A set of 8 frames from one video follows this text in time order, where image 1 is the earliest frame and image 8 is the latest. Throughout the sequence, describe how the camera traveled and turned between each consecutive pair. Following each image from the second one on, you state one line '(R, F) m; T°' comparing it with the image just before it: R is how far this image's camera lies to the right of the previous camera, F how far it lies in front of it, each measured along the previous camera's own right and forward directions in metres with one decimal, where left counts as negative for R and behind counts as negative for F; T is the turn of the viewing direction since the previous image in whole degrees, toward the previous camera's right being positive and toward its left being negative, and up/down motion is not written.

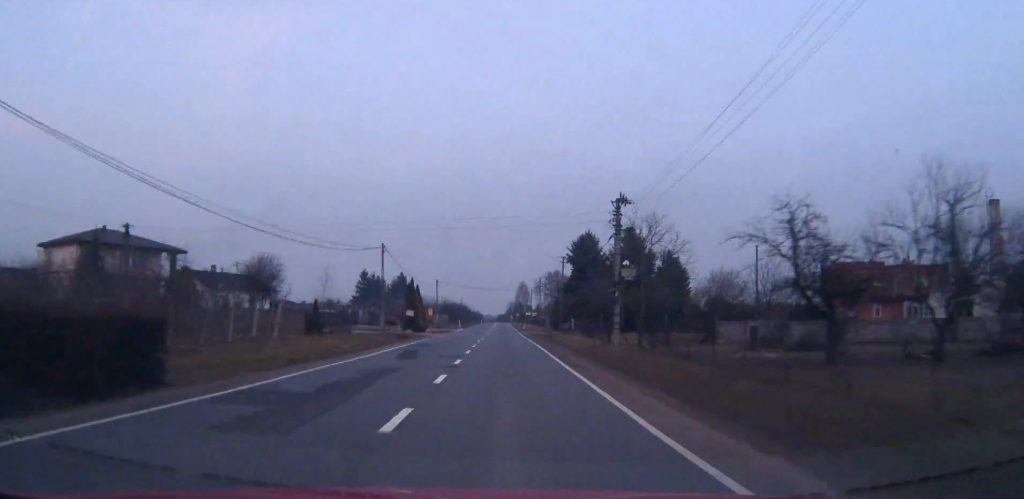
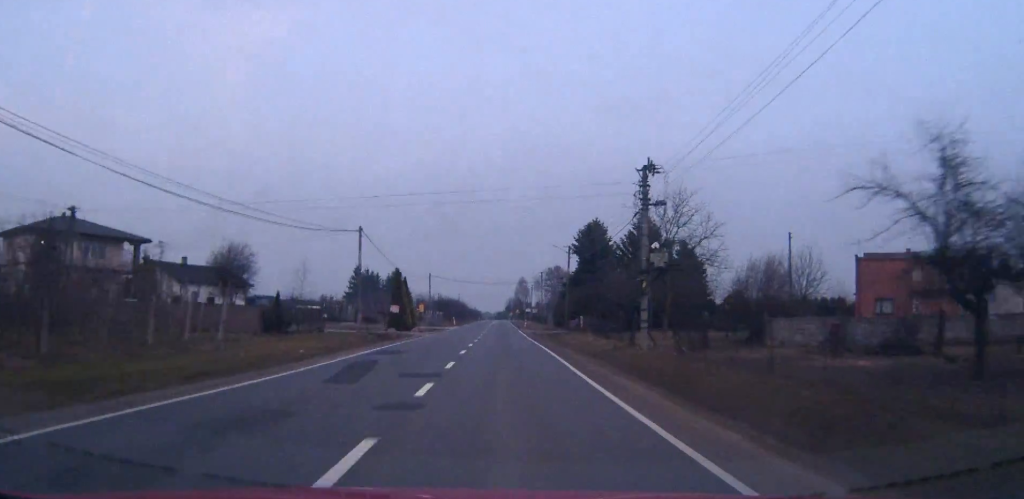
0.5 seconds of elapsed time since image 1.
(0.0, +8.7) m; 0°
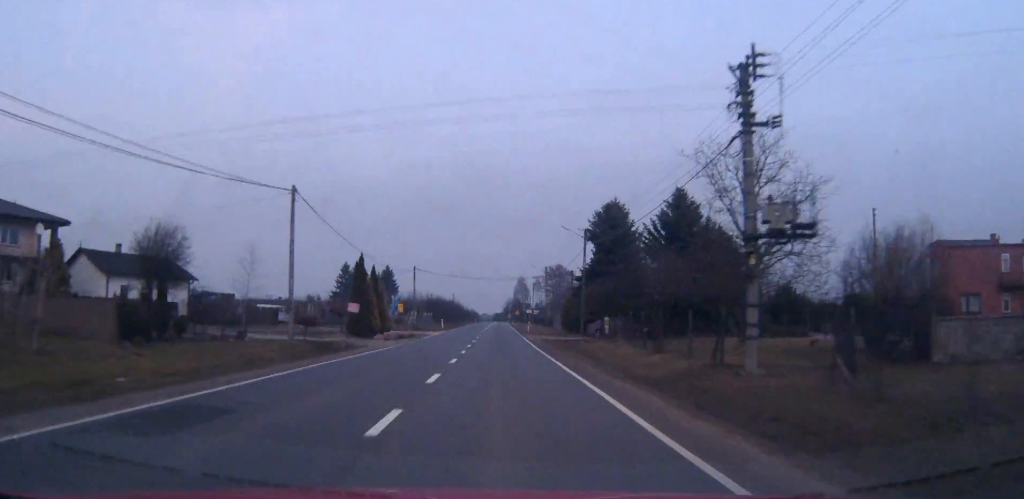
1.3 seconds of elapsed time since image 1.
(0.0, +15.6) m; 0°
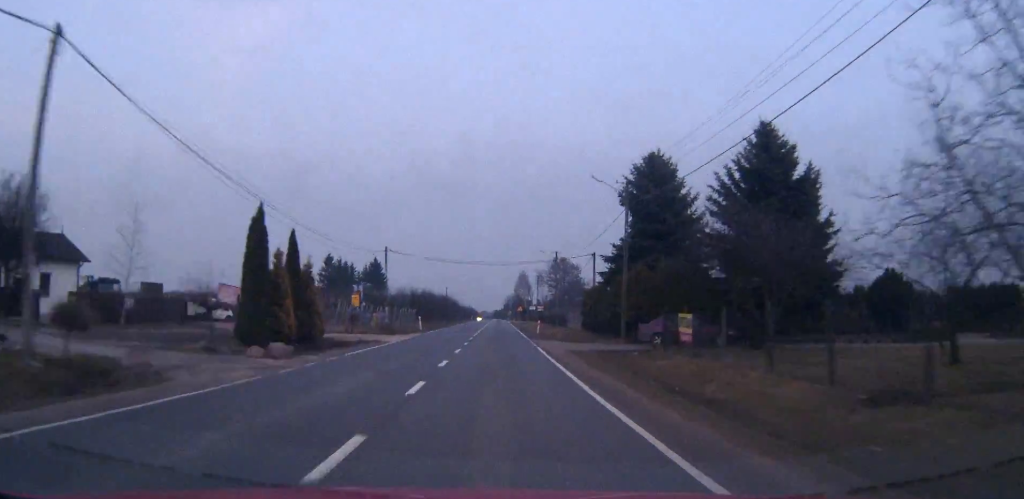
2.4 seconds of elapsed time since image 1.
(0.0, +19.9) m; 0°
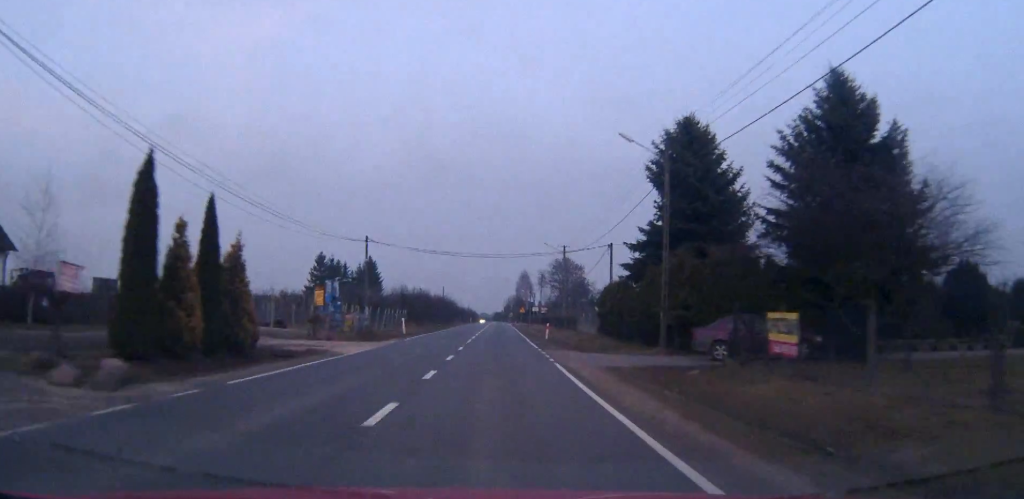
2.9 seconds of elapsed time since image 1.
(0.0, +9.4) m; 0°
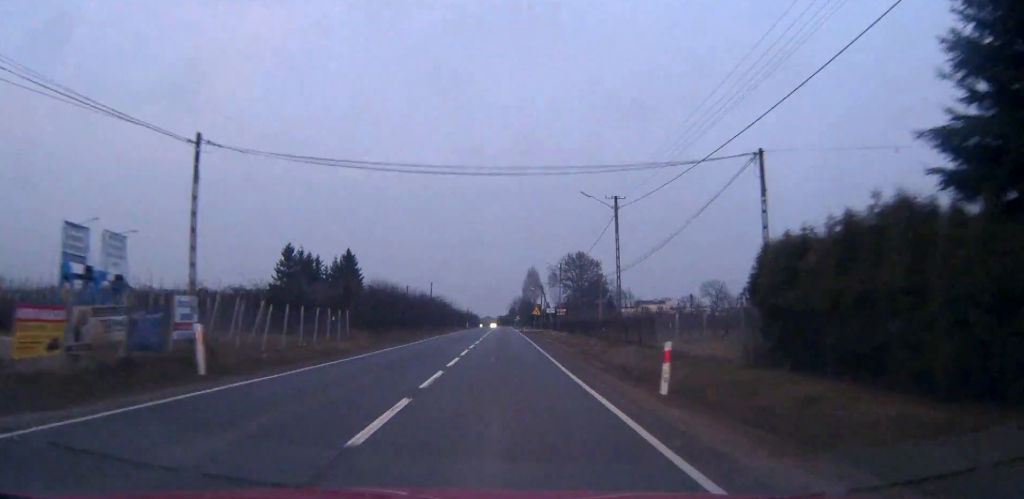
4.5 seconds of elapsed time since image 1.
(-0.1, +31.1) m; 0°
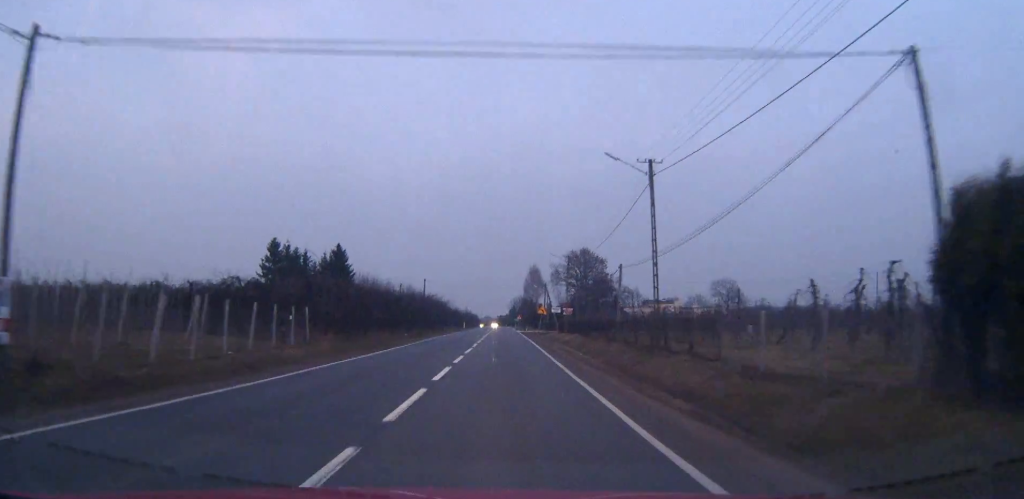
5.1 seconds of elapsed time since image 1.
(0.0, +9.9) m; 0°
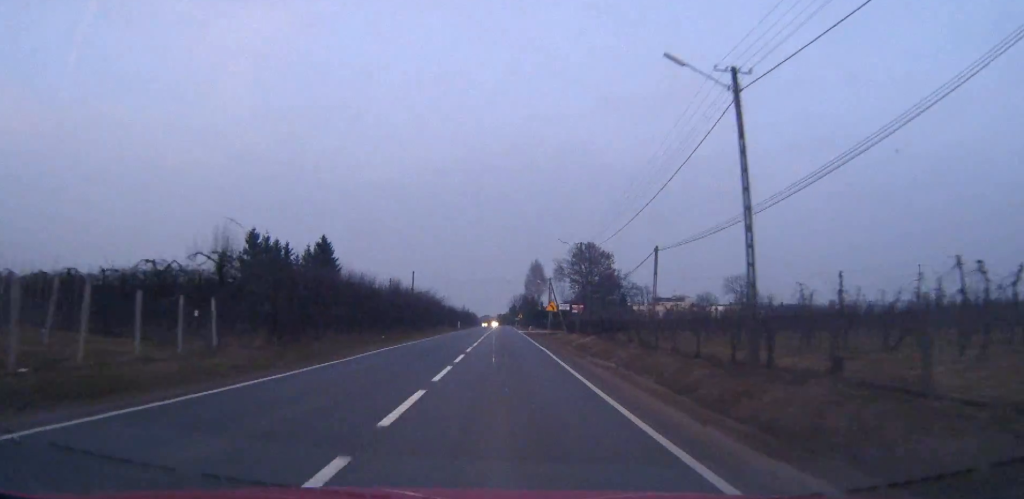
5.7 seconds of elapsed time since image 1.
(0.0, +12.3) m; 0°
